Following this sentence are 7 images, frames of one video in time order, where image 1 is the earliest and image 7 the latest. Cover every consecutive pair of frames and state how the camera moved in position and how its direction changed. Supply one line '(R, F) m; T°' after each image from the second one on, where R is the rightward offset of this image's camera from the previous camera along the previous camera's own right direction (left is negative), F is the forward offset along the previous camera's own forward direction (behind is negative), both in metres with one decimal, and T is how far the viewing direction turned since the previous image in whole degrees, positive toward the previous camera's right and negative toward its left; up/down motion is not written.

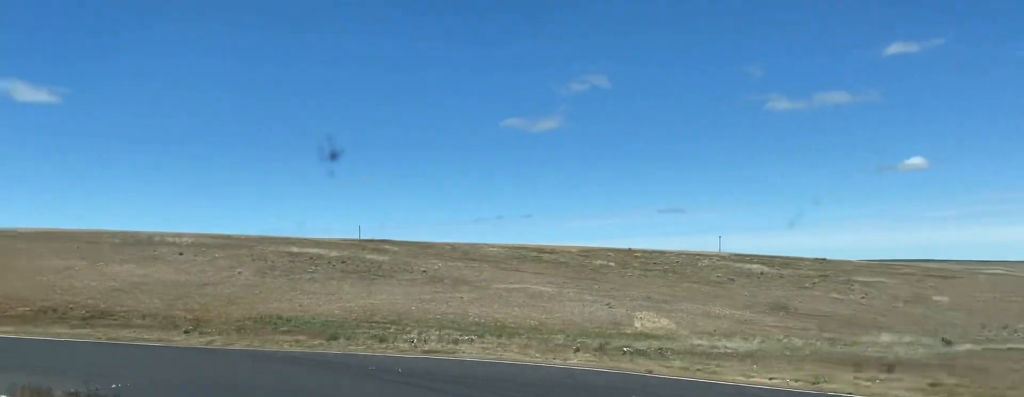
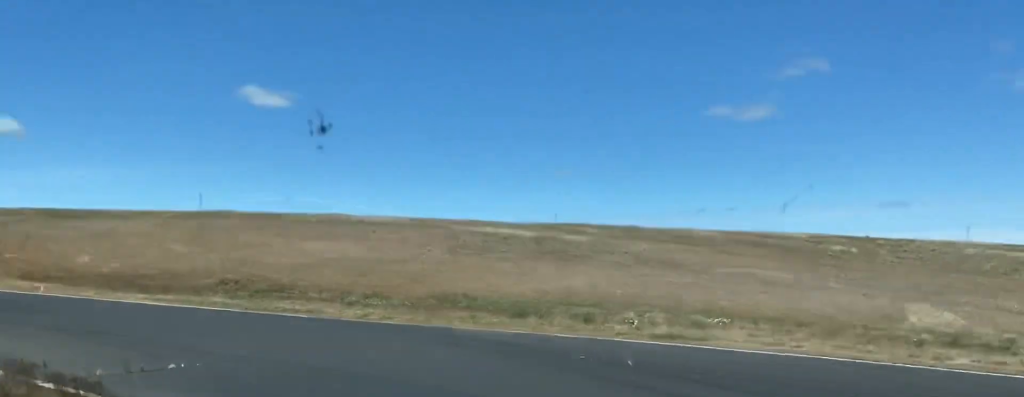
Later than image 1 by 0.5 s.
(-0.7, +11.8) m; -13°
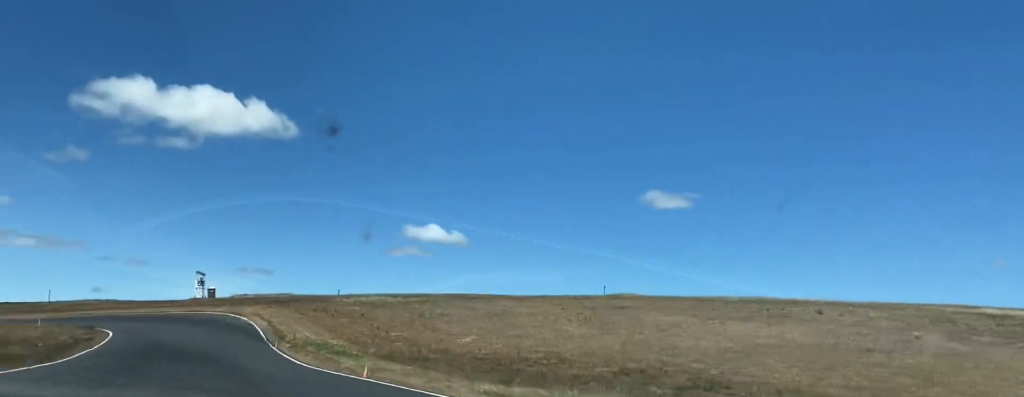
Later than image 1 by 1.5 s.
(-4.7, +23.5) m; -22°
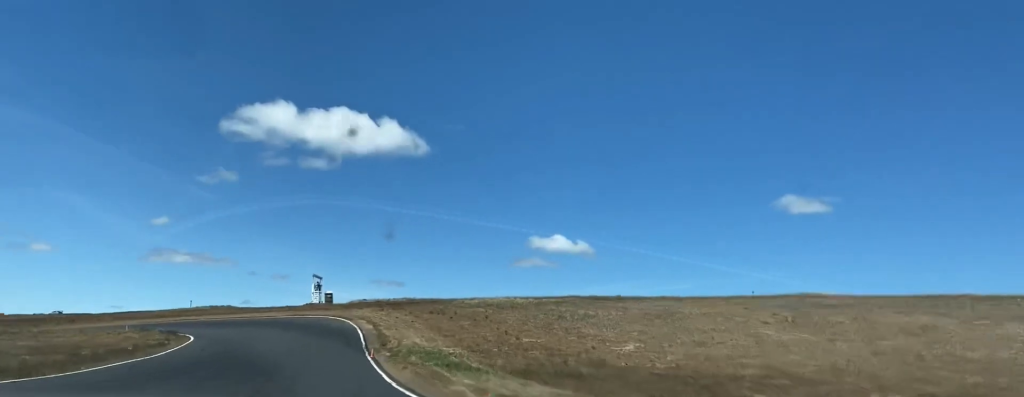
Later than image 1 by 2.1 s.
(-2.7, +15.8) m; -11°
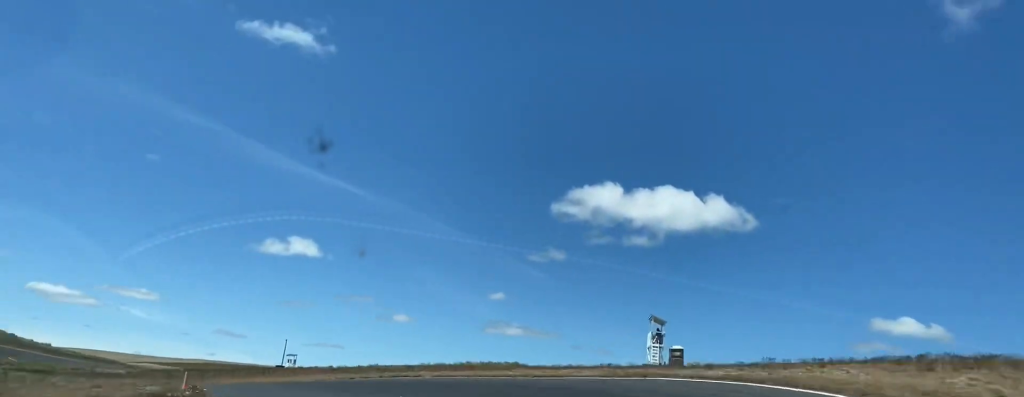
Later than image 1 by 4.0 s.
(-10.2, +47.4) m; -25°
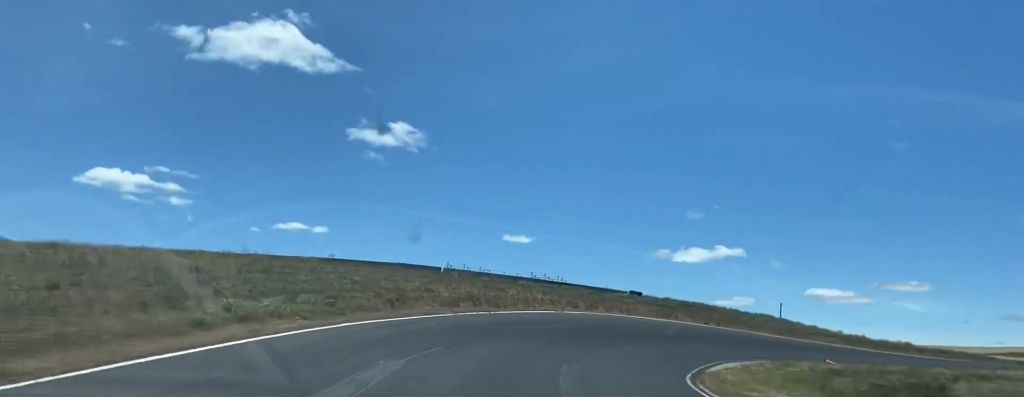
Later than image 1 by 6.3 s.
(-23.7, +55.4) m; -38°
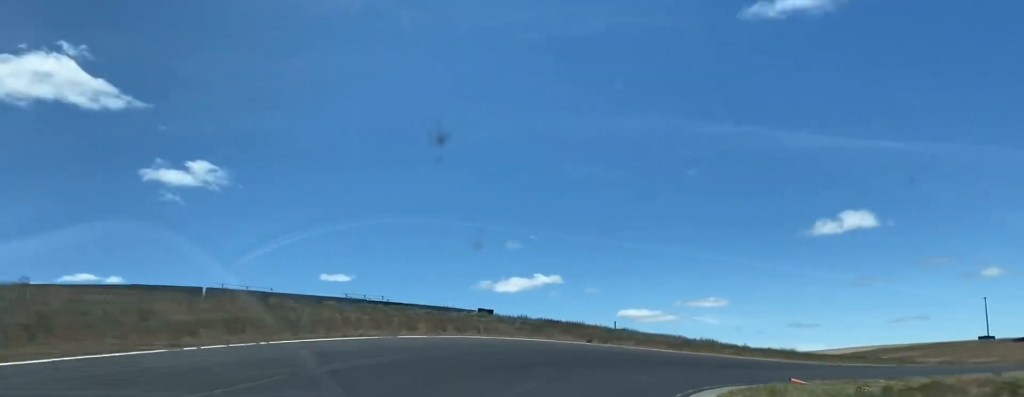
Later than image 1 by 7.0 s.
(-0.4, +18.0) m; +5°
